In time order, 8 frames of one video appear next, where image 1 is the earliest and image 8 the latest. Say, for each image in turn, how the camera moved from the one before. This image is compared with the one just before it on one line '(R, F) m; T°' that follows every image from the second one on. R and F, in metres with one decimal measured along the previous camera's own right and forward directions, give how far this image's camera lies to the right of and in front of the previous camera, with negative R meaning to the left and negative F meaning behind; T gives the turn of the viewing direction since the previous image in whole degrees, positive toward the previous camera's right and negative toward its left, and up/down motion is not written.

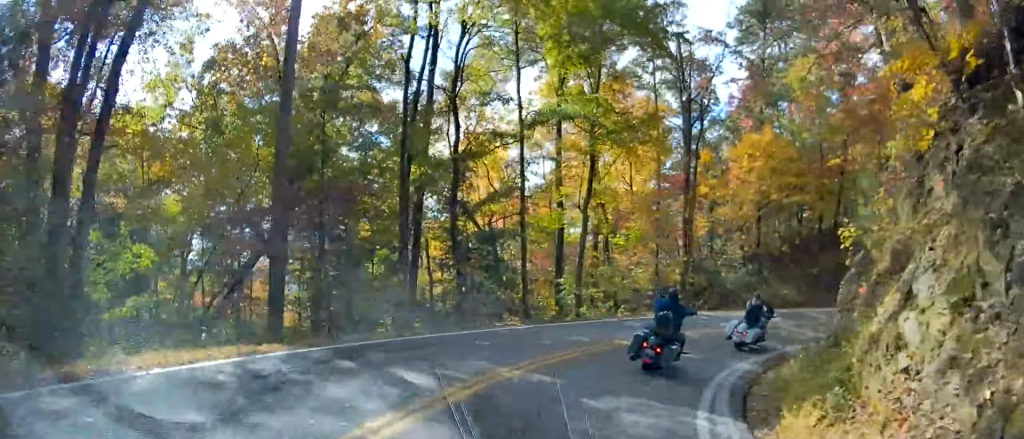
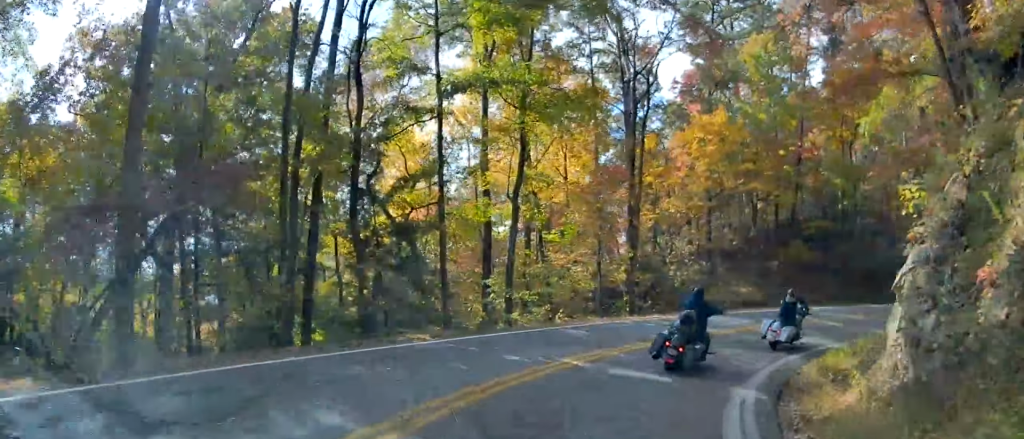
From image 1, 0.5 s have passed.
(+0.5, +4.2) m; +4°
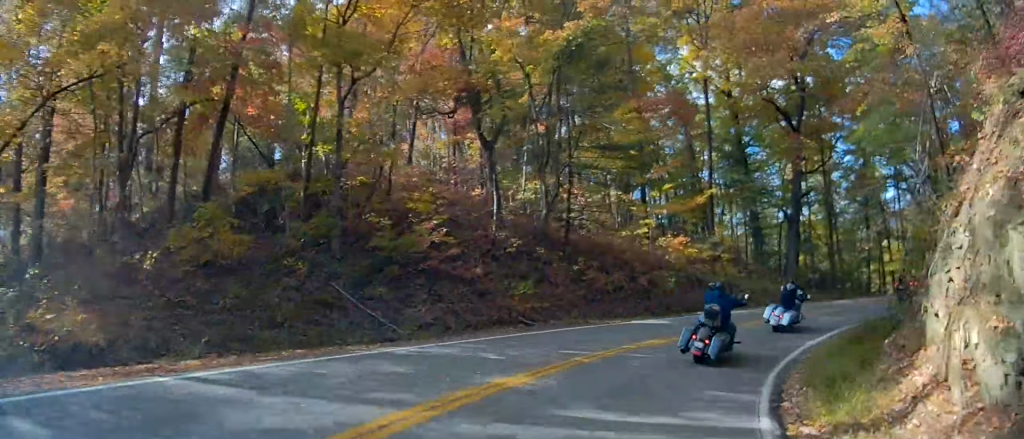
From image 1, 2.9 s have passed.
(+6.5, +19.8) m; +52°
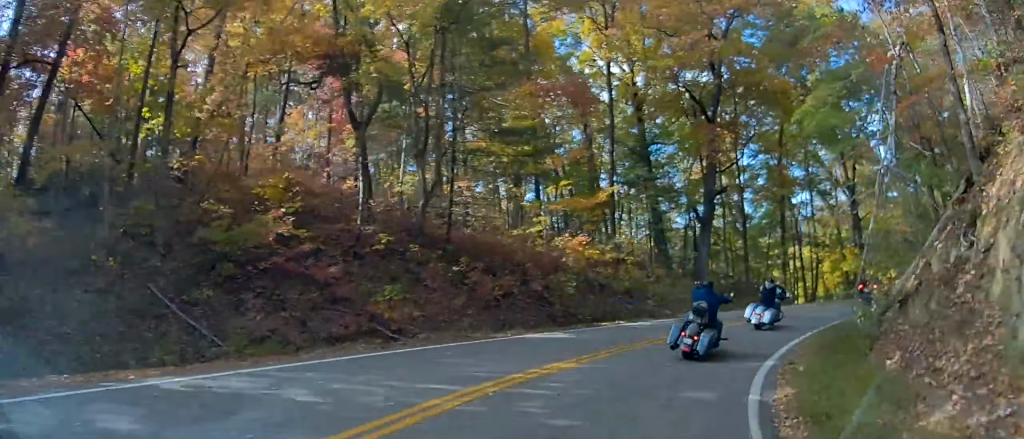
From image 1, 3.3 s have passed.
(+0.9, +4.2) m; +11°
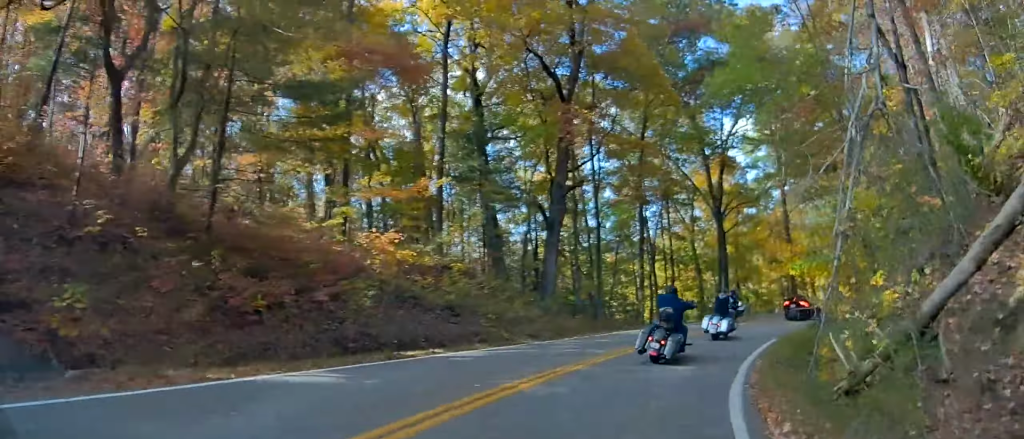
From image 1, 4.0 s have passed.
(+0.9, +6.6) m; +14°
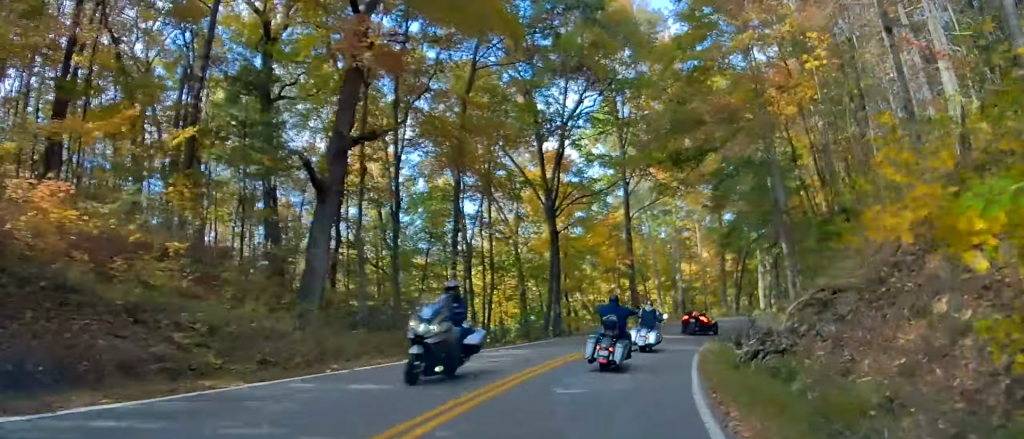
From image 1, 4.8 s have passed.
(+1.0, +8.9) m; +11°
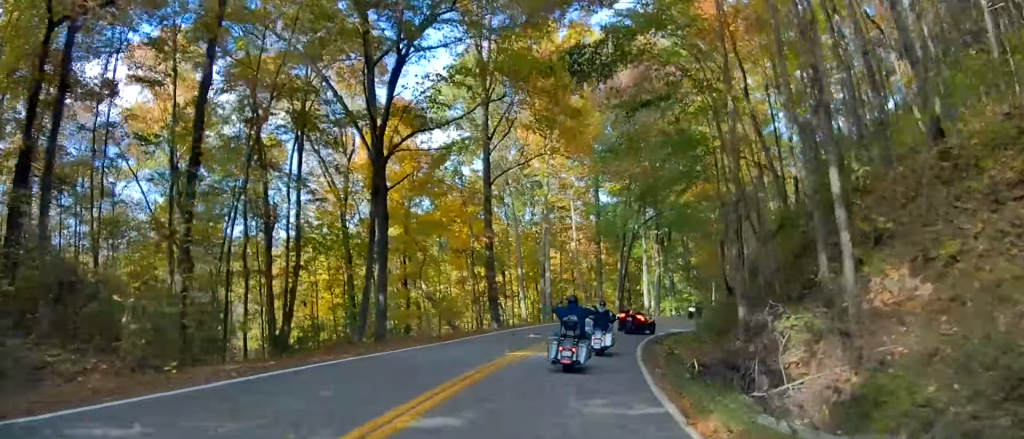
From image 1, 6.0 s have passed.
(+1.3, +13.8) m; +9°
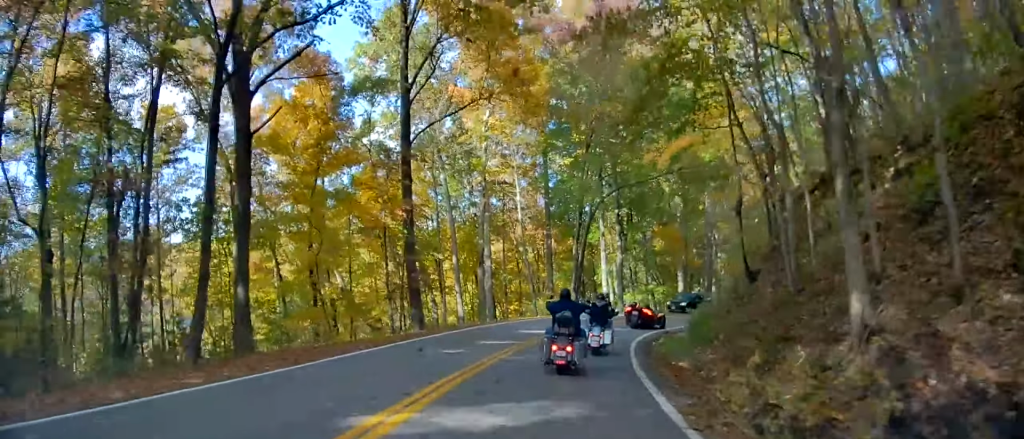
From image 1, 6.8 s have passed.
(+0.4, +10.0) m; +5°
